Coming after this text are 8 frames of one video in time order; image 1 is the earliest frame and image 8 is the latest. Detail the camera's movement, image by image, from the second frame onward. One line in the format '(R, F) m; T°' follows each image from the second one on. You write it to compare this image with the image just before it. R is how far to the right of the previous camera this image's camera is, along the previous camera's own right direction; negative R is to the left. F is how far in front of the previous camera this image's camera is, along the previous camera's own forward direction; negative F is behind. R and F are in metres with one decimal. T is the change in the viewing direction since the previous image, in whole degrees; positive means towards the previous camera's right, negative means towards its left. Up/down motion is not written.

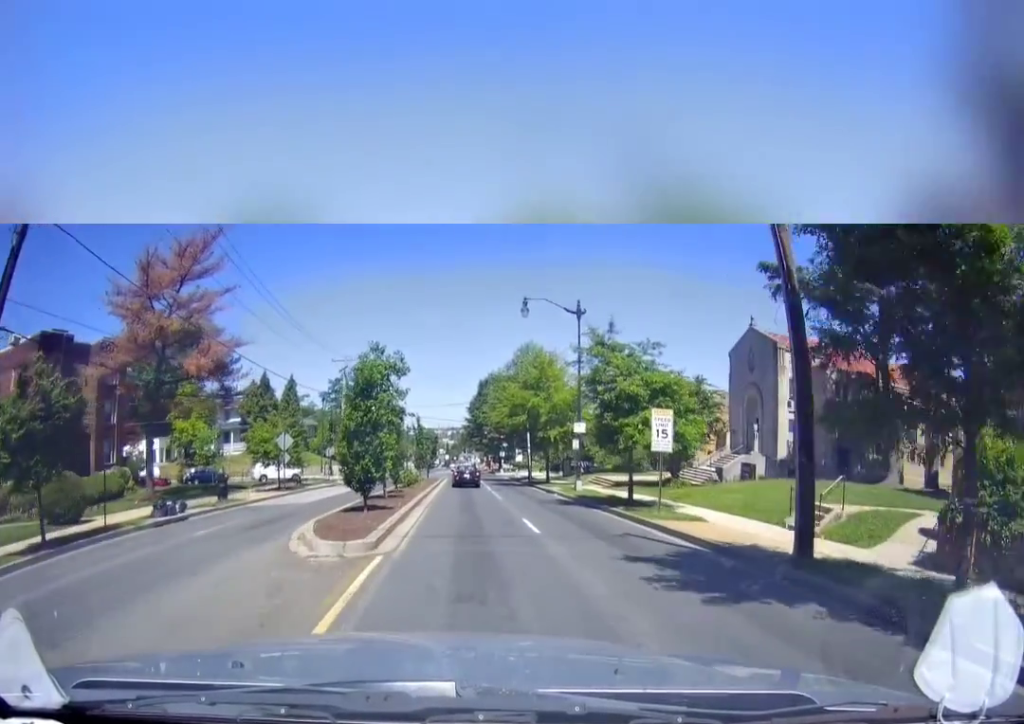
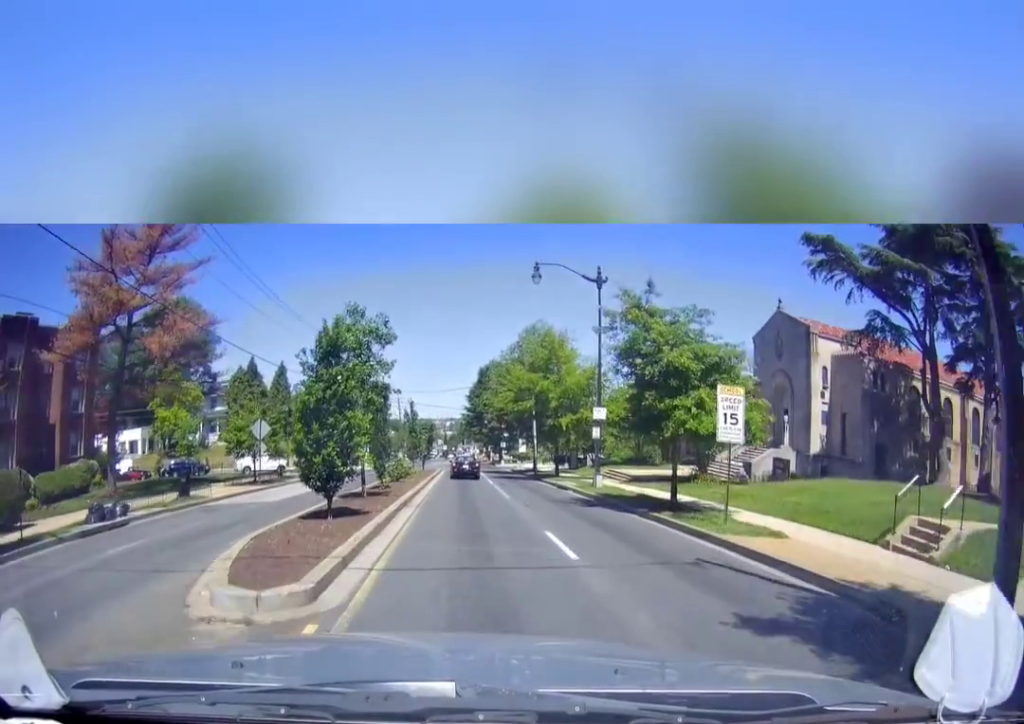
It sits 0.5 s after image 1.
(+0.4, +5.0) m; +1°
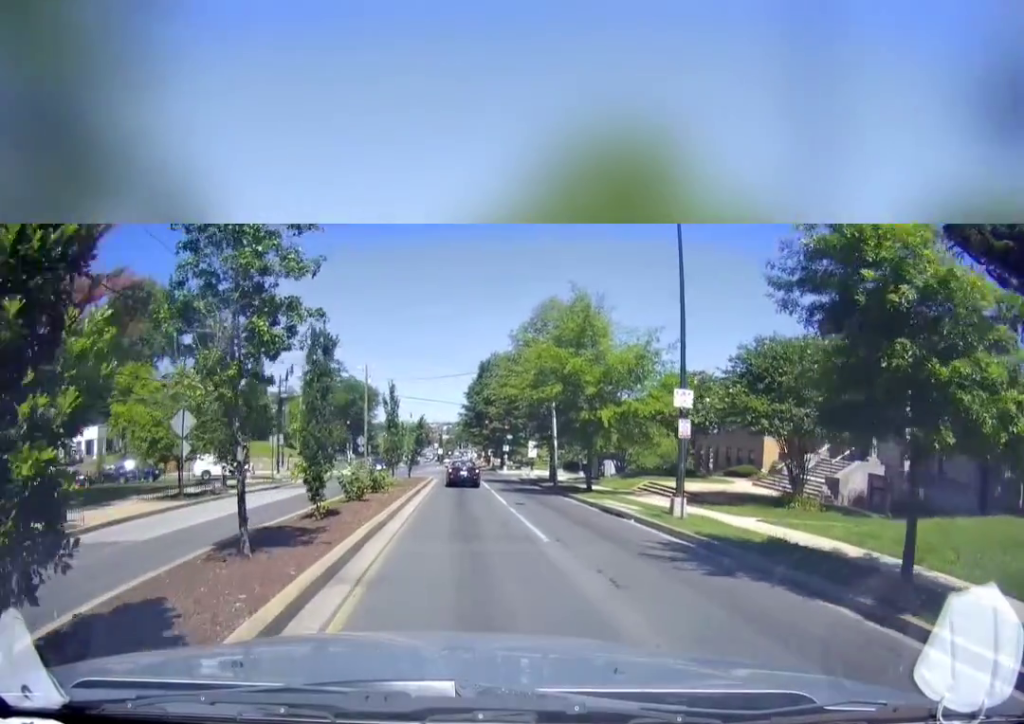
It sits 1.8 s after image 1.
(-0.1, +11.1) m; +1°
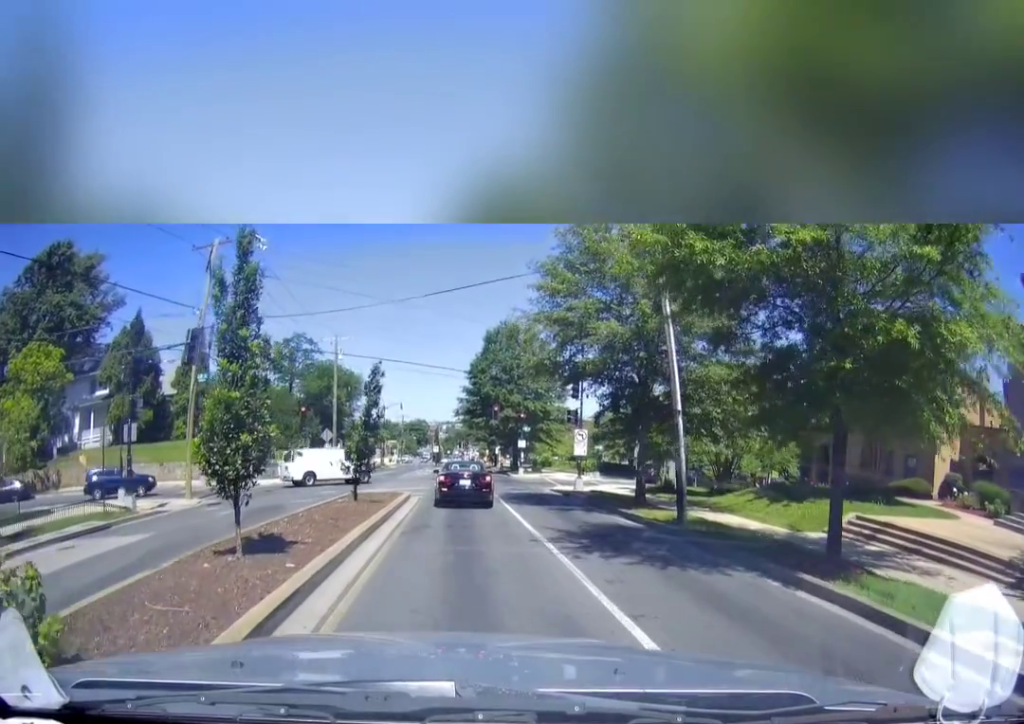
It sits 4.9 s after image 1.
(+0.5, +22.2) m; +4°
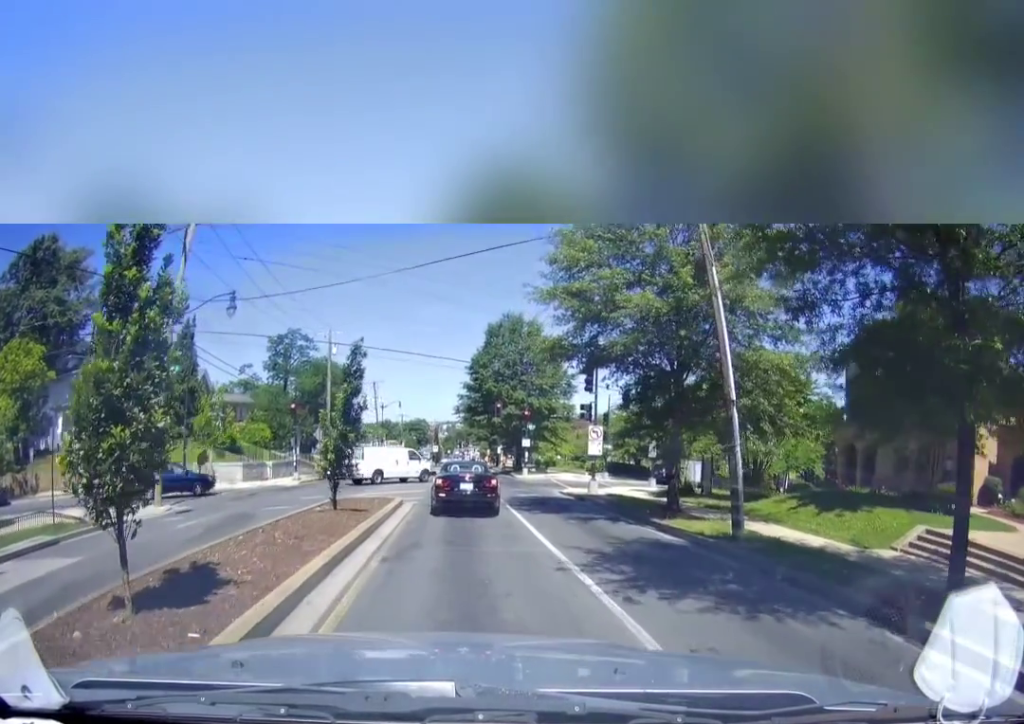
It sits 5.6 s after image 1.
(+0.1, +3.9) m; +1°
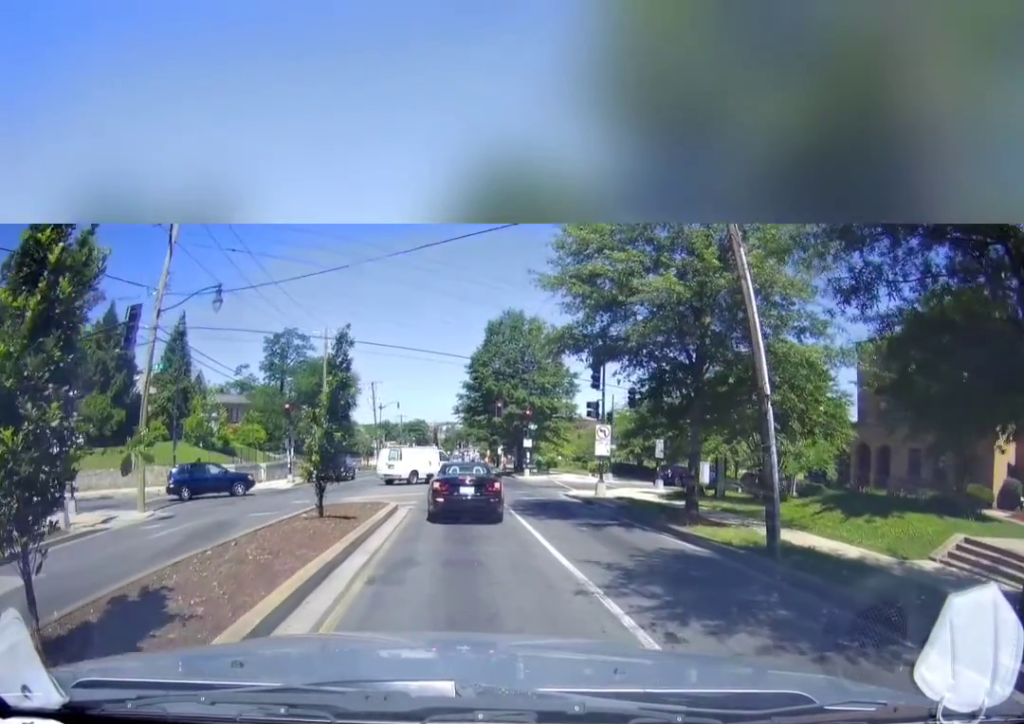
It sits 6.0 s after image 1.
(0.0, +2.1) m; +1°
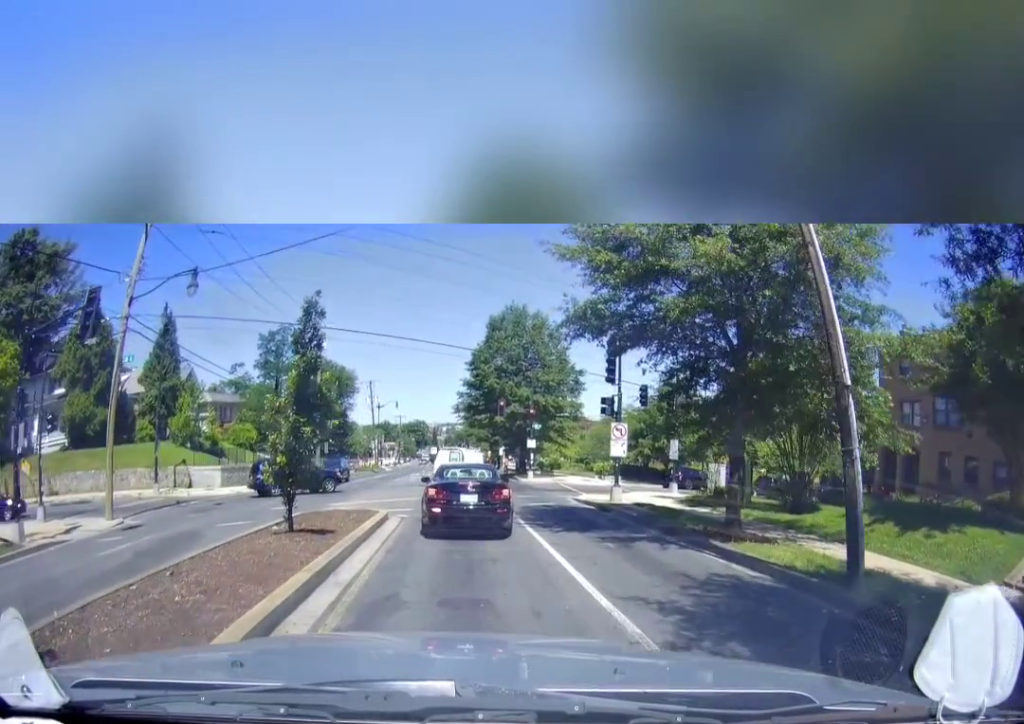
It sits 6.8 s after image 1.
(0.0, +3.5) m; 0°
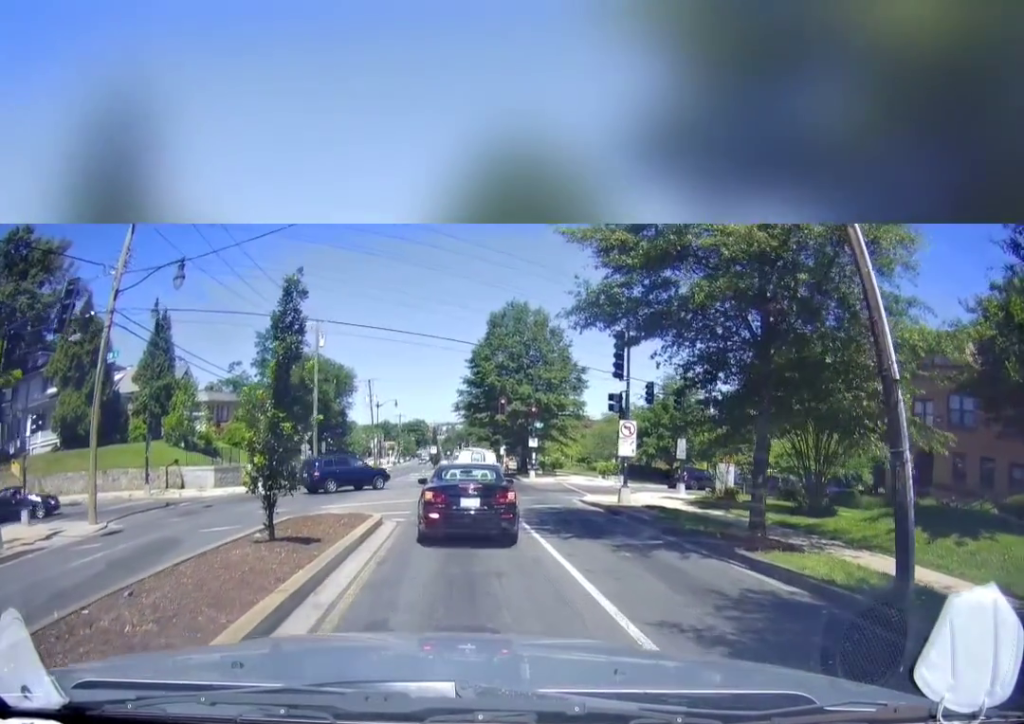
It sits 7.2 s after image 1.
(0.0, +1.7) m; 0°
